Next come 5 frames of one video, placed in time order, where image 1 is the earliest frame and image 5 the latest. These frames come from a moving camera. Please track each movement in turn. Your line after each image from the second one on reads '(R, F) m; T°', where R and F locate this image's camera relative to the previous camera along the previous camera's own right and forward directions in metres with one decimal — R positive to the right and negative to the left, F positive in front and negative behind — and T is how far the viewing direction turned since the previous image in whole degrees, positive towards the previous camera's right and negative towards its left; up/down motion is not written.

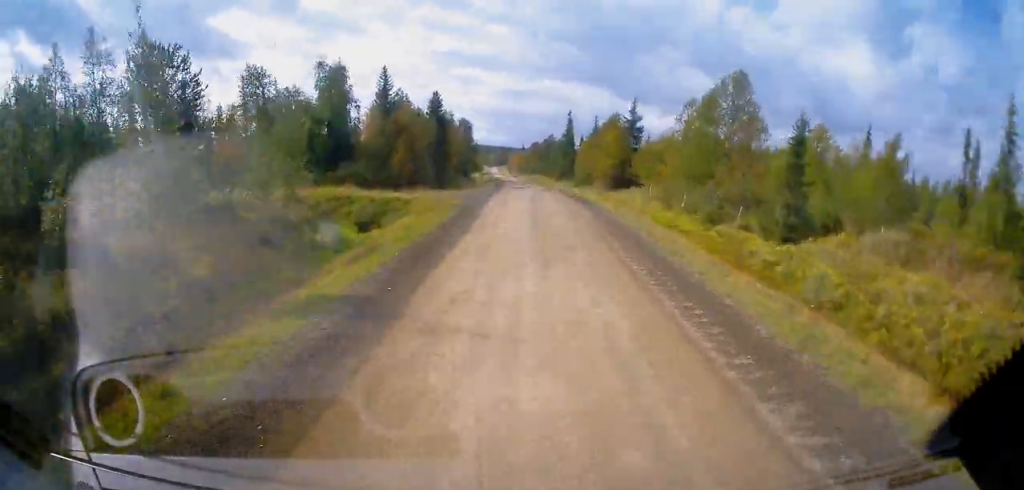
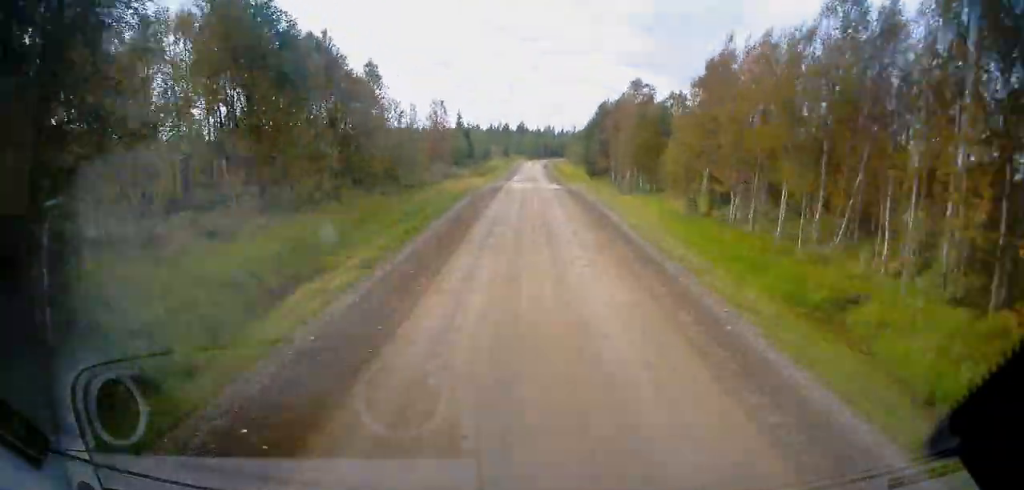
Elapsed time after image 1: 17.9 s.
(-21.4, +232.2) m; -20°
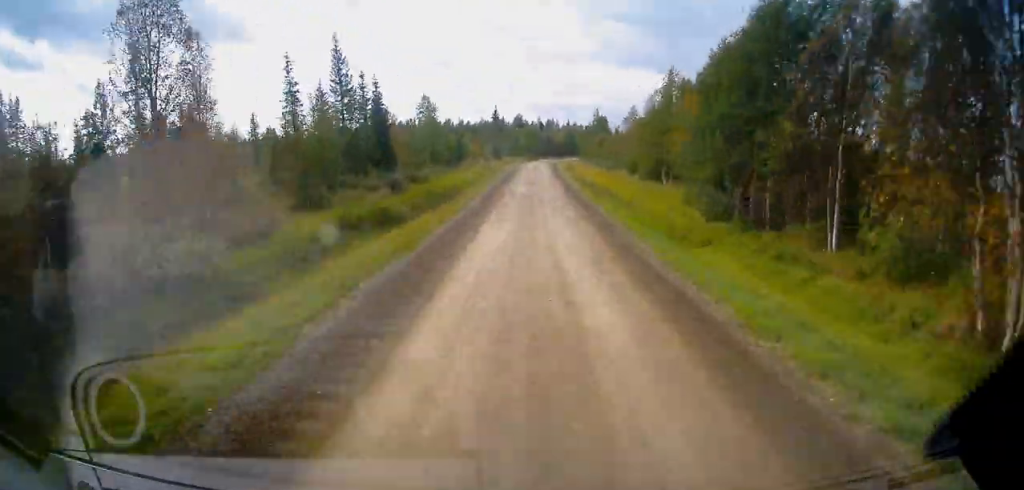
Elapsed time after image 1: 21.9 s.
(+0.3, +55.7) m; +18°
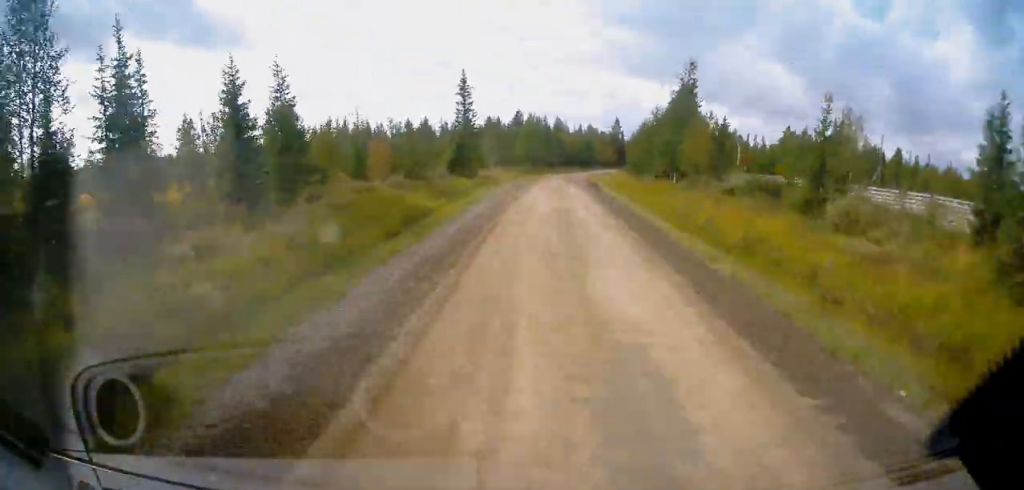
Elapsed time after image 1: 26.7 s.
(+19.4, +38.2) m; +13°
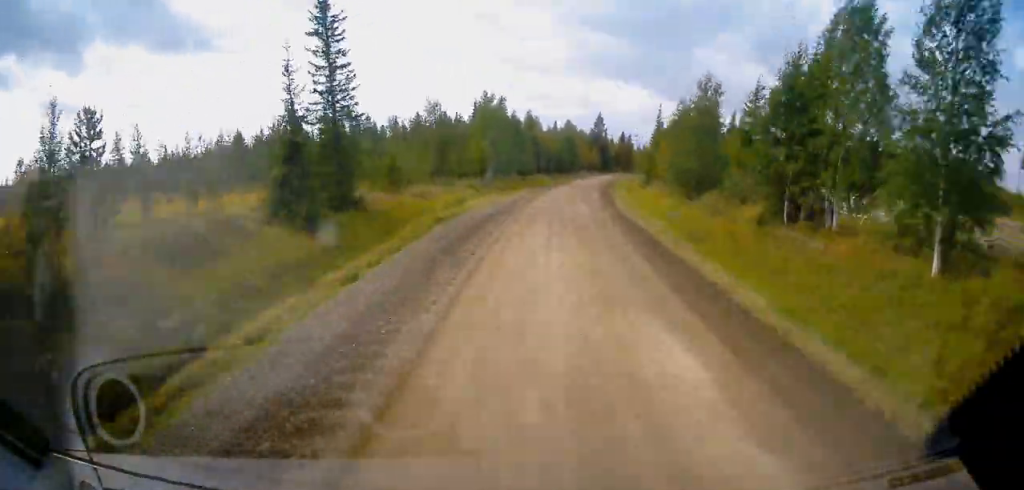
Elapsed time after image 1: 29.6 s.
(-6.5, +32.7) m; -6°
